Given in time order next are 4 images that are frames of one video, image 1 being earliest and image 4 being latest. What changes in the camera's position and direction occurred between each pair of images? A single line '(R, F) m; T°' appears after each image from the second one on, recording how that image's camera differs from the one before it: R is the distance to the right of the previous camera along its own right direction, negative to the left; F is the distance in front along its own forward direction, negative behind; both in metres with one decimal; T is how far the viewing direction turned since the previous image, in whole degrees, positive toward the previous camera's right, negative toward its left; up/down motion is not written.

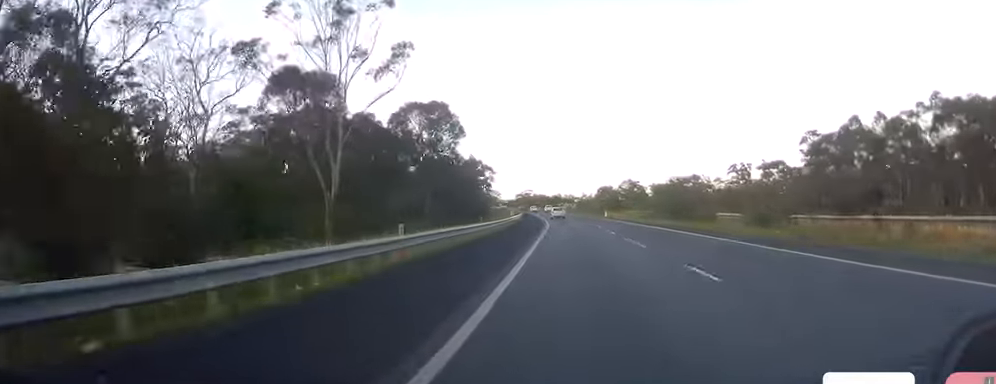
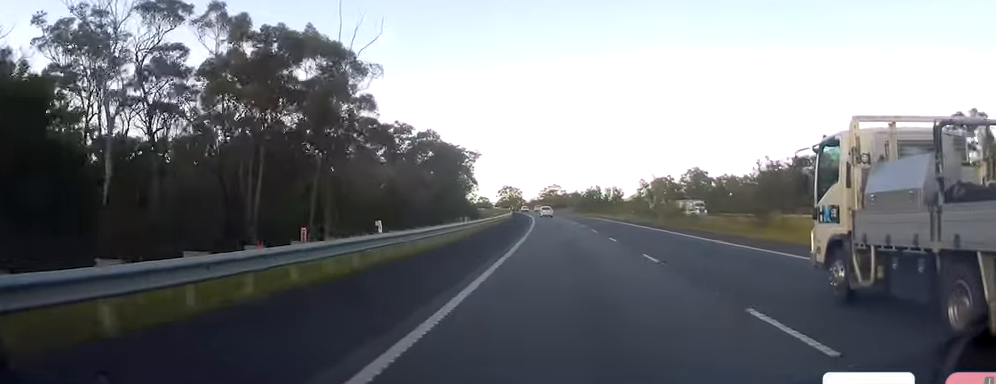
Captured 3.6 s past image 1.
(-2.4, +101.8) m; -3°
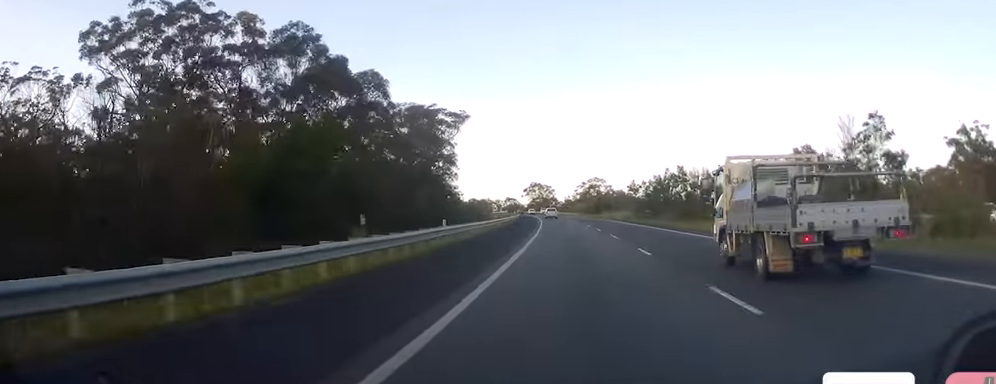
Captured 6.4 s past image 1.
(-1.7, +80.3) m; -3°
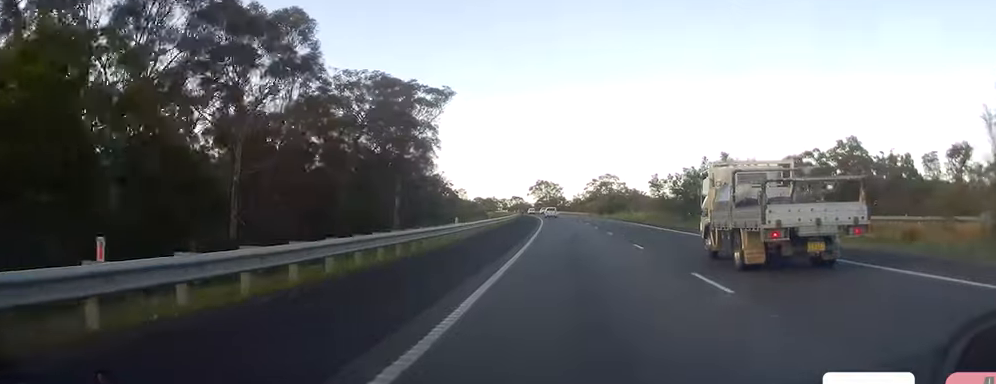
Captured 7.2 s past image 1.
(-0.2, +21.9) m; -1°
